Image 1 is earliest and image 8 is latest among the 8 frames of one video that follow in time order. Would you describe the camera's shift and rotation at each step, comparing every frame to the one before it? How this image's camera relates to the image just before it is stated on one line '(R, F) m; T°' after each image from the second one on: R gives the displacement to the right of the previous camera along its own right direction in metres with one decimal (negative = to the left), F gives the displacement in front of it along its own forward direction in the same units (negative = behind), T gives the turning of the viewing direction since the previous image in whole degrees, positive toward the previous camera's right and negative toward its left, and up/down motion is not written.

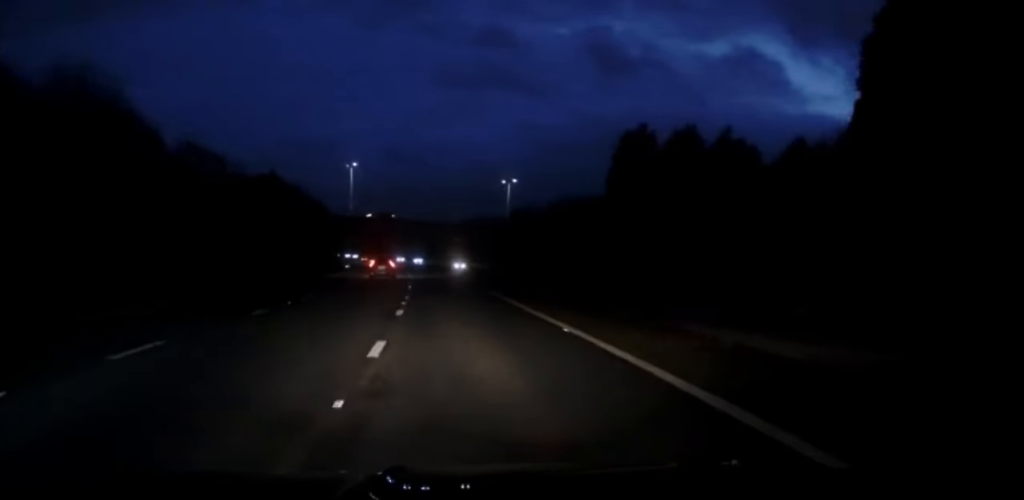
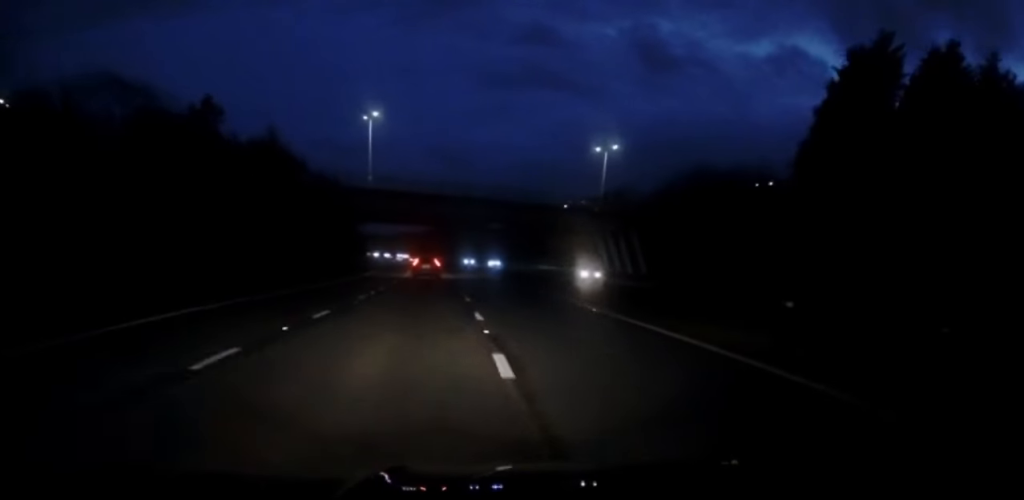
(-1.1, +45.8) m; -2°
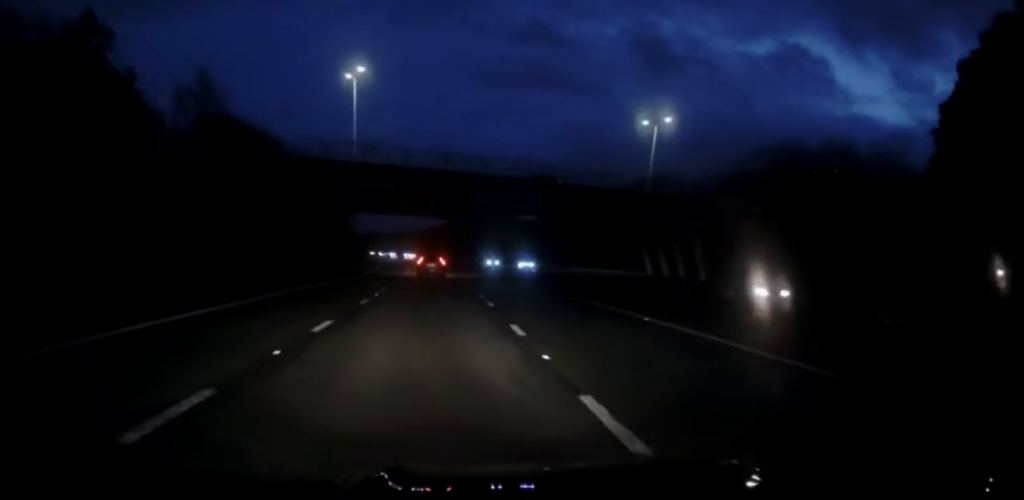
(+0.1, +19.8) m; 0°
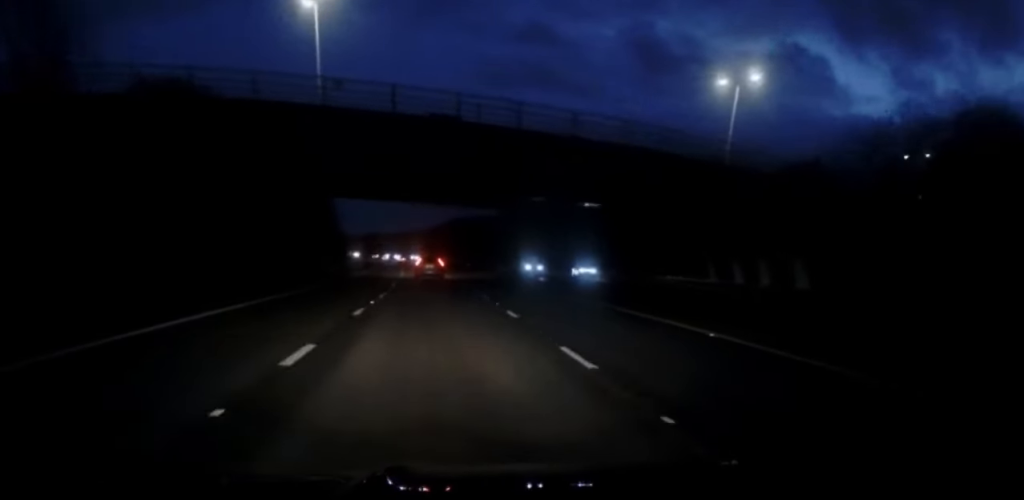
(-0.1, +21.8) m; 0°
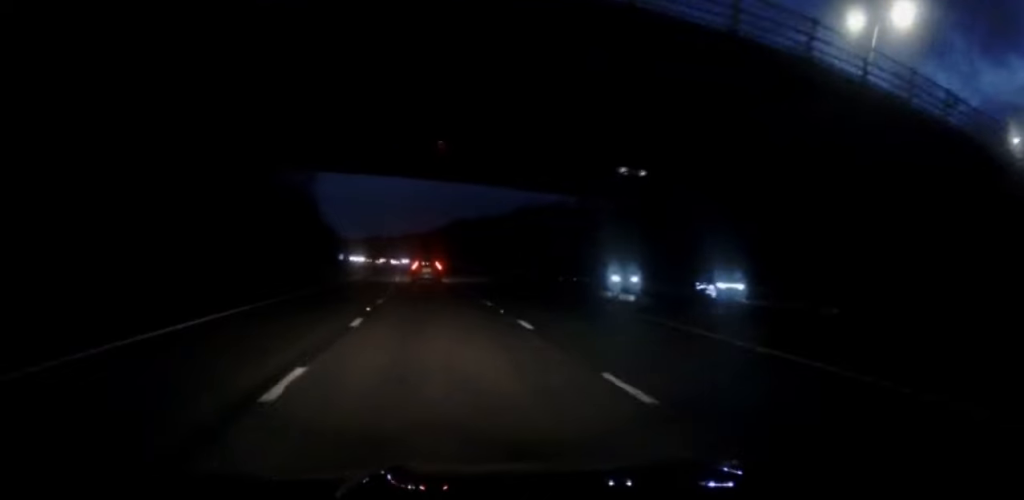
(-0.1, +20.0) m; -1°
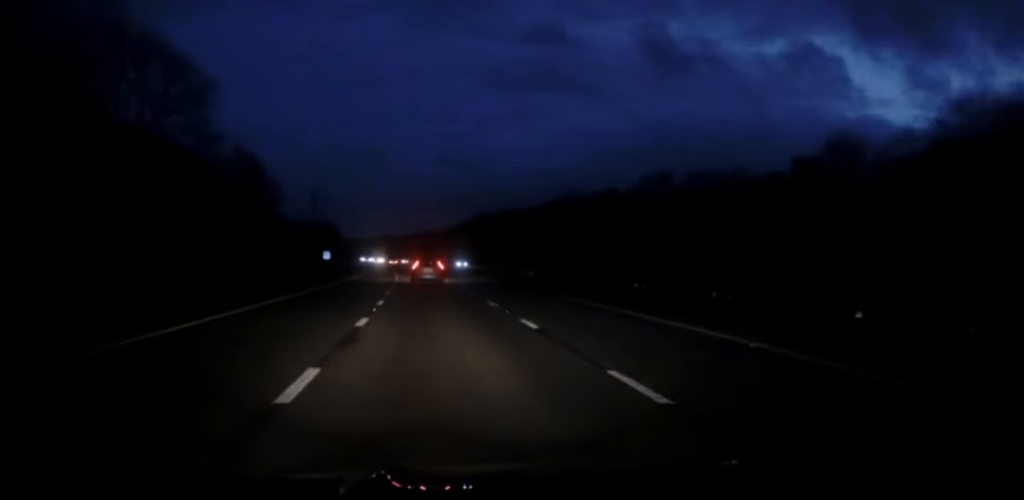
(-0.3, +36.3) m; -1°
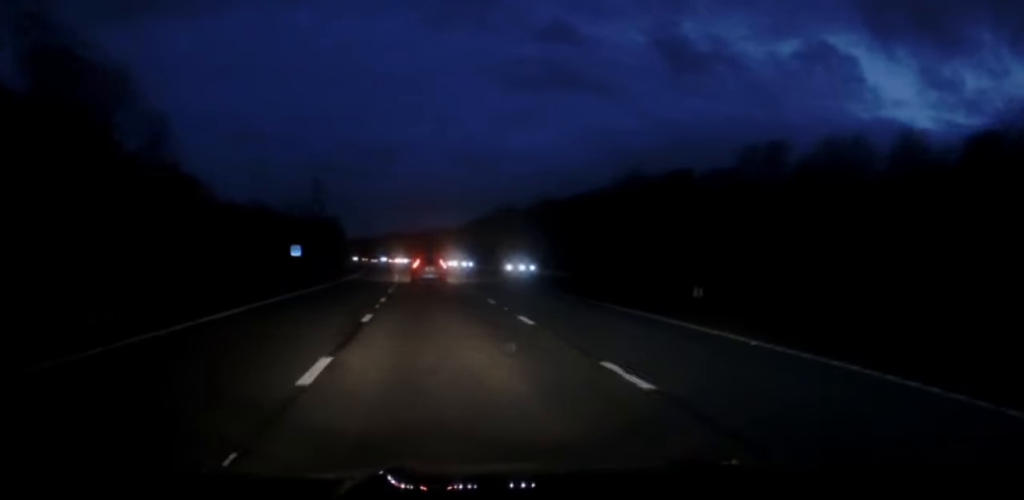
(-0.4, +34.0) m; -1°
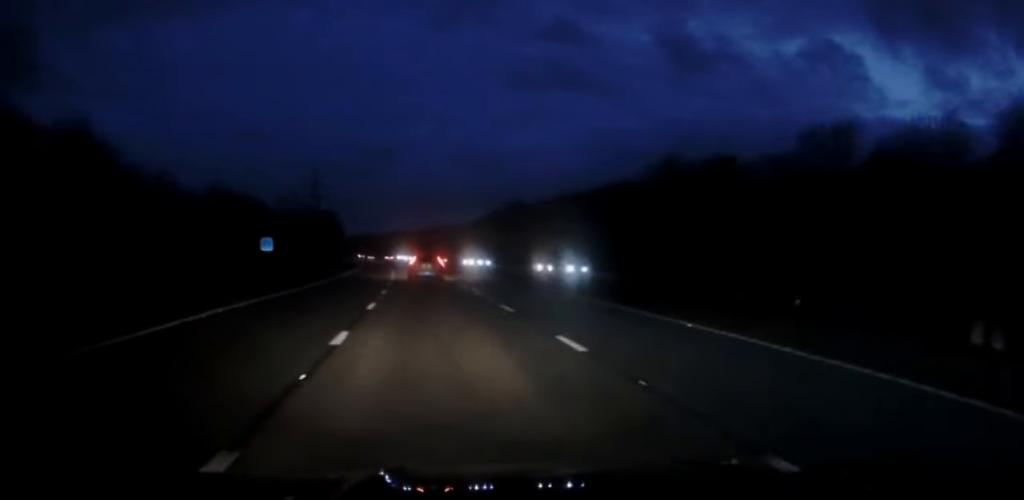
(-0.1, +14.0) m; -1°
